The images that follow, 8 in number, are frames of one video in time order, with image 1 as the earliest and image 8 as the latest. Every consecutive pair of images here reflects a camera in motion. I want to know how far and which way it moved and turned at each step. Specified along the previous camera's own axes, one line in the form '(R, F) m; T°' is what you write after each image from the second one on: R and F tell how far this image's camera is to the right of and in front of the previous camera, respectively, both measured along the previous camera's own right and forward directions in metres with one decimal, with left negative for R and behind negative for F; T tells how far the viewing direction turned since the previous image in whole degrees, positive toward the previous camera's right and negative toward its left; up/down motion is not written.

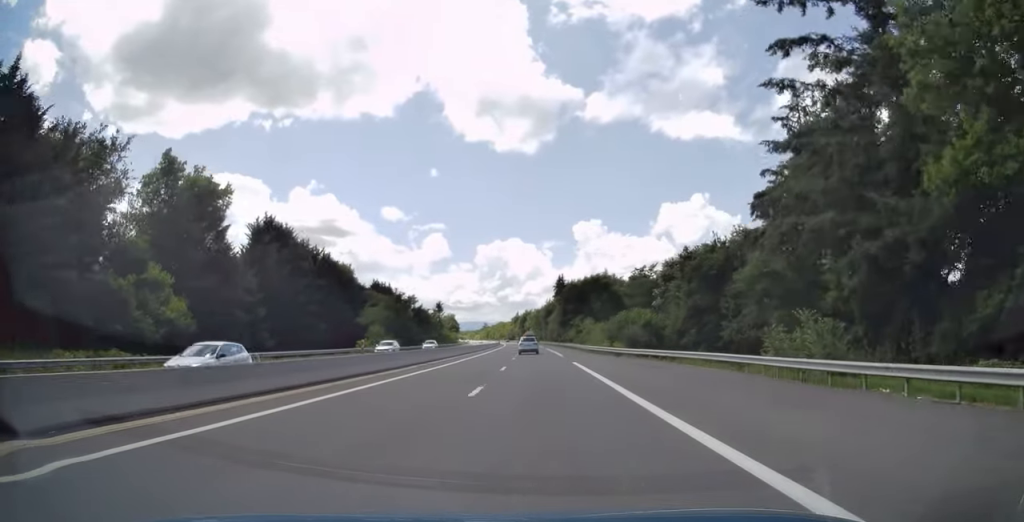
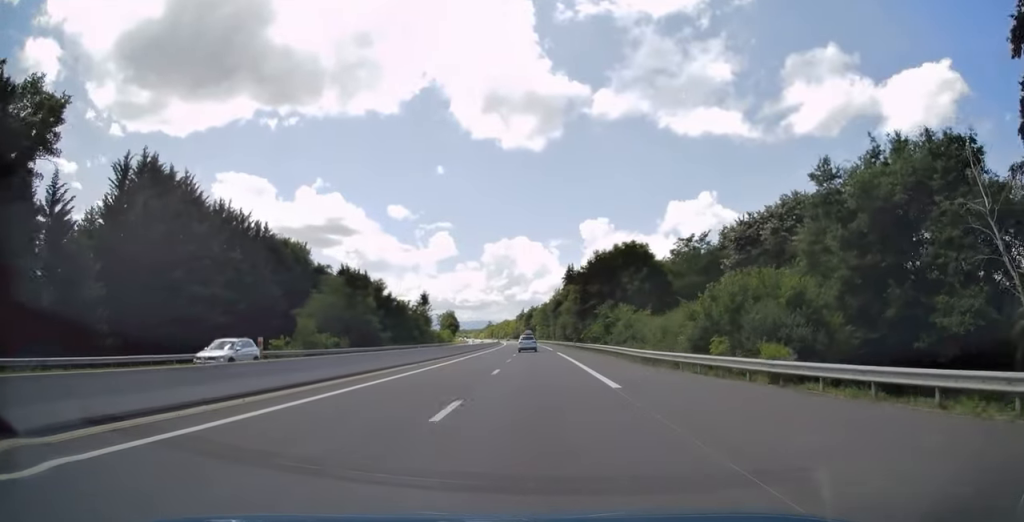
(-0.3, +30.9) m; -1°
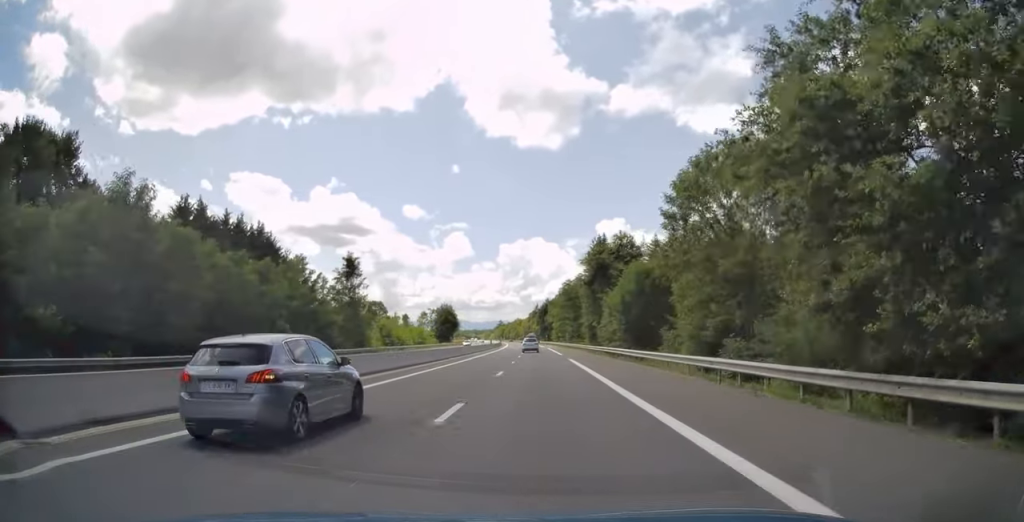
(-1.0, +65.5) m; -2°
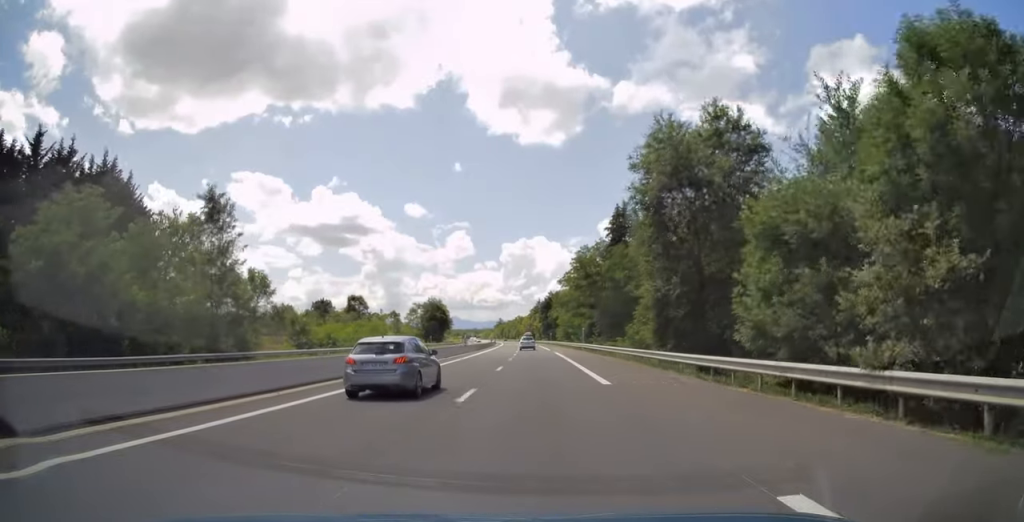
(0.0, +35.9) m; 0°
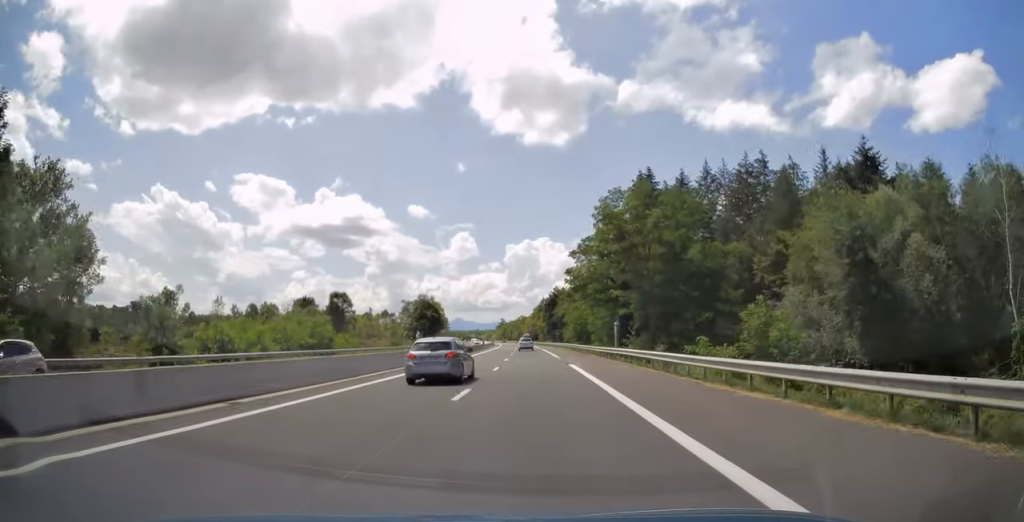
(-0.1, +25.9) m; -1°
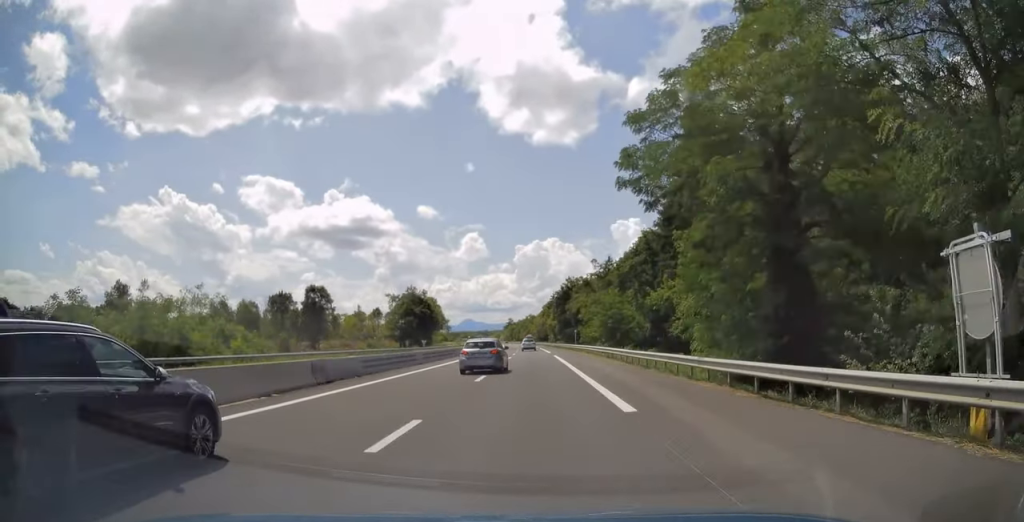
(-0.3, +32.6) m; -1°
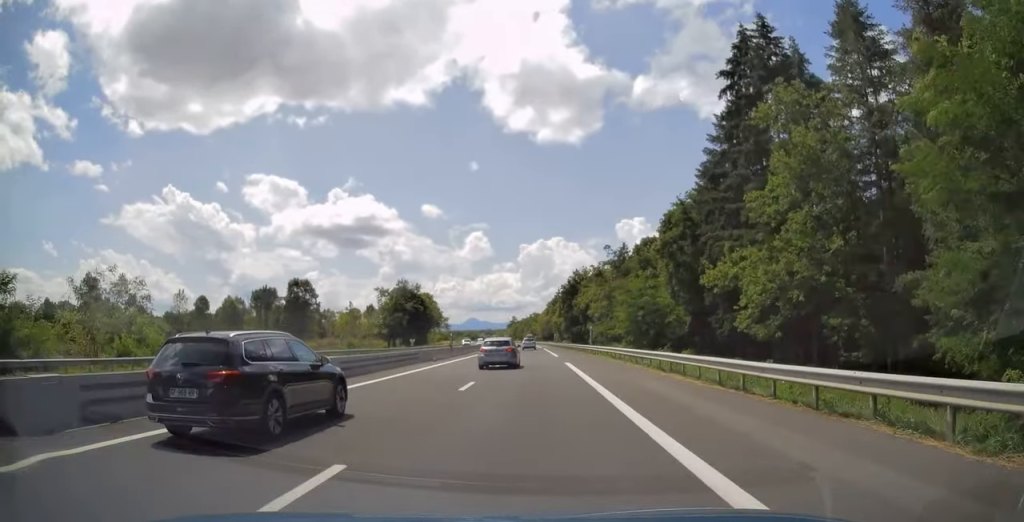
(0.0, +17.0) m; 0°
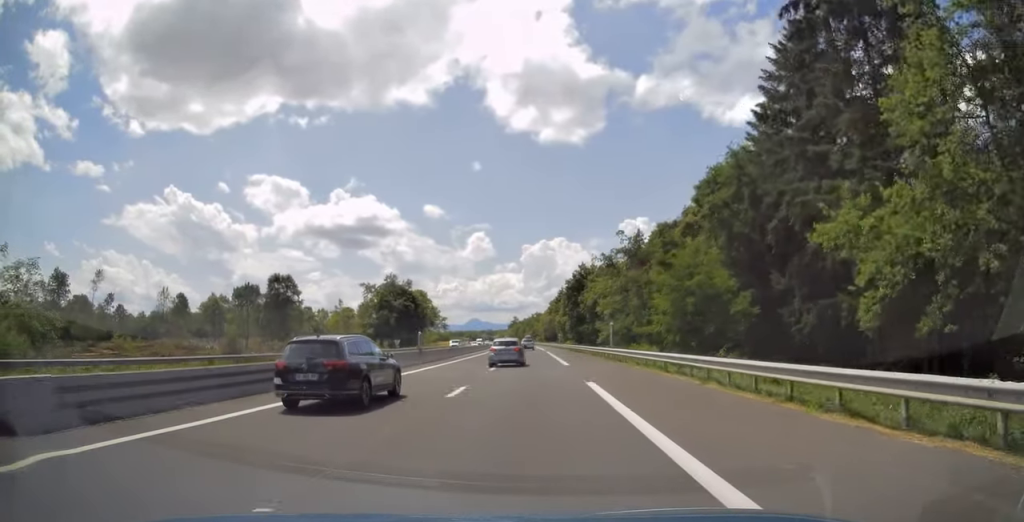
(0.0, +14.9) m; 0°
